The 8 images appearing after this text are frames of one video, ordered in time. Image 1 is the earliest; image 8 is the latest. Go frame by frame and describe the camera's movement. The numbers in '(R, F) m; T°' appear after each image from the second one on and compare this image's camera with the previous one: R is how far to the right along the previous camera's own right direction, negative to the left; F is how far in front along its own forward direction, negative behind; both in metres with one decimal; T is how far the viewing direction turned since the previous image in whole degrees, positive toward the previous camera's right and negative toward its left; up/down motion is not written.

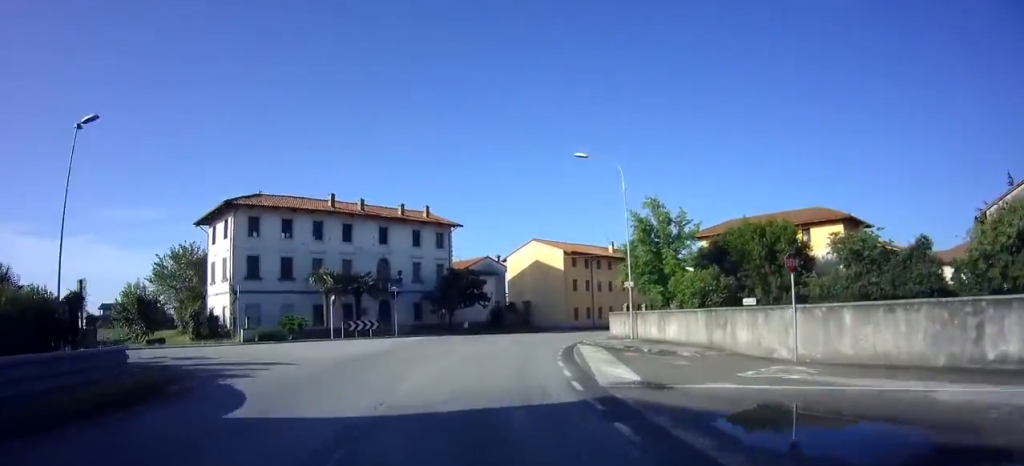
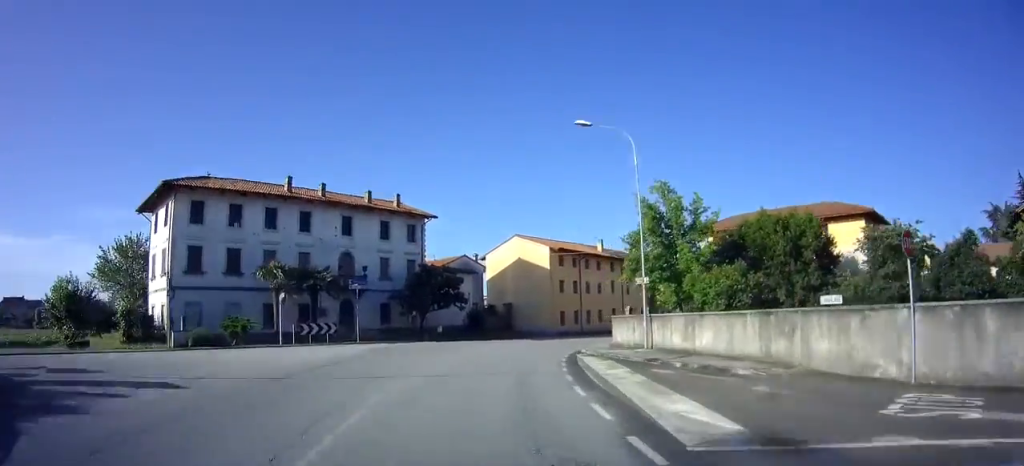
(+0.2, +5.5) m; +3°
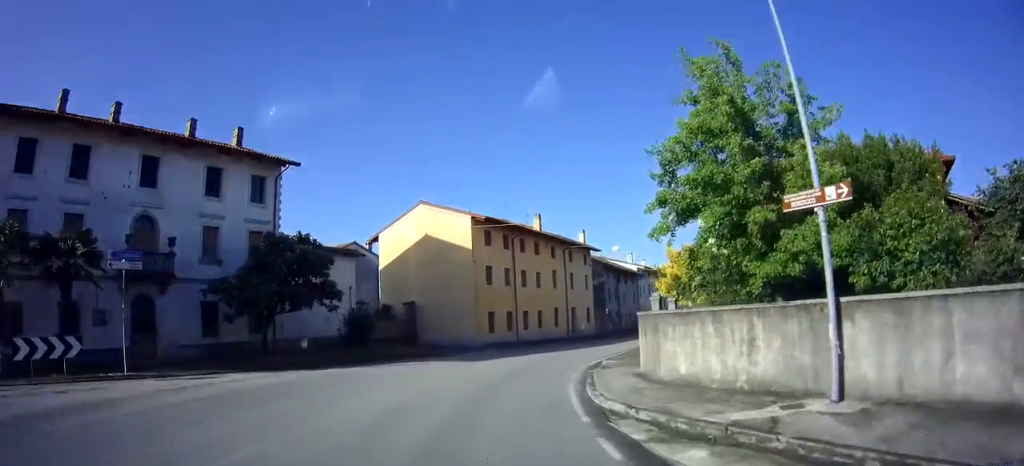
(+1.3, +16.6) m; +10°
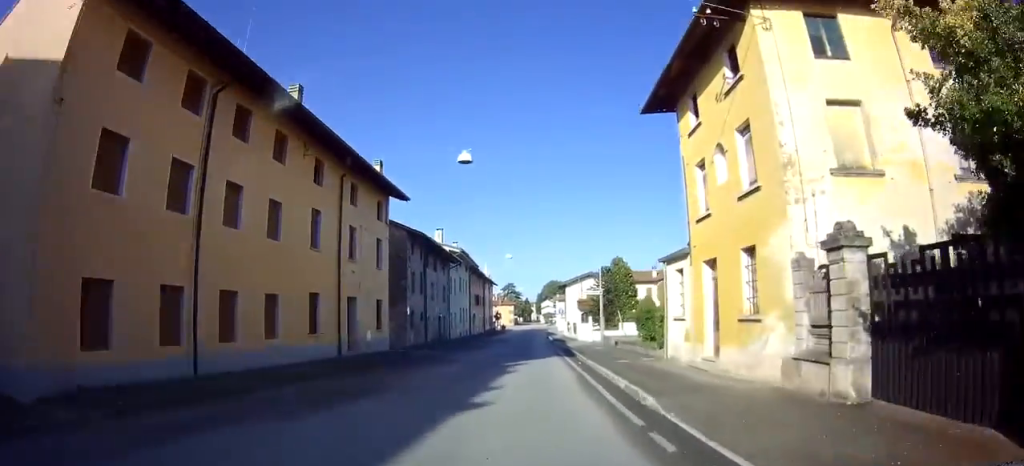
(+3.3, +22.8) m; +21°
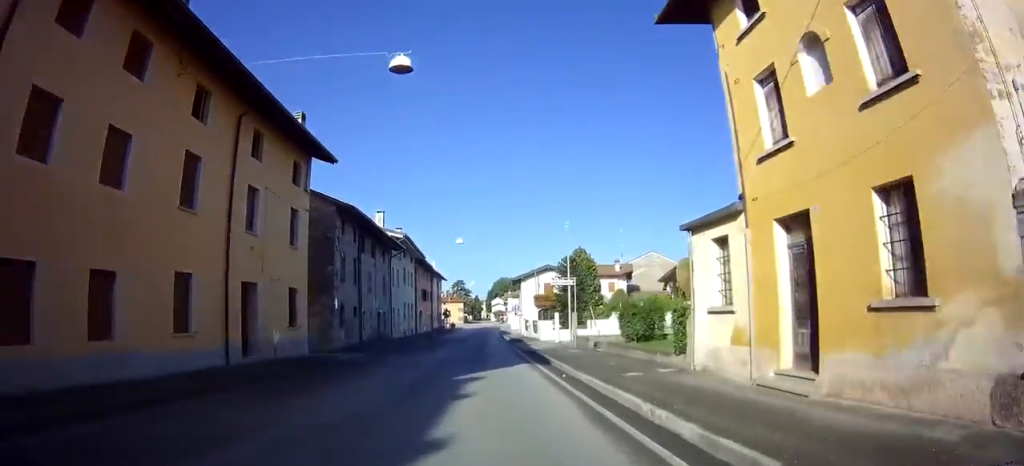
(+0.5, +5.9) m; +6°
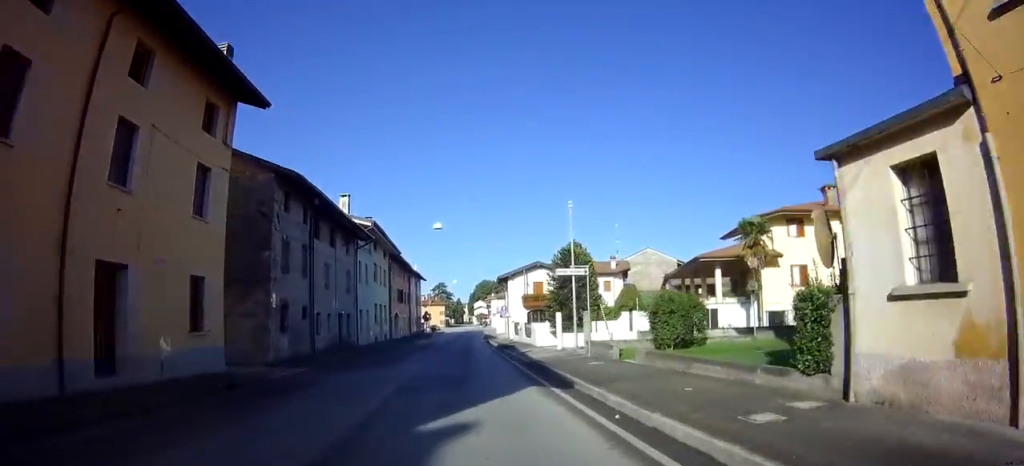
(+0.3, +6.4) m; +6°
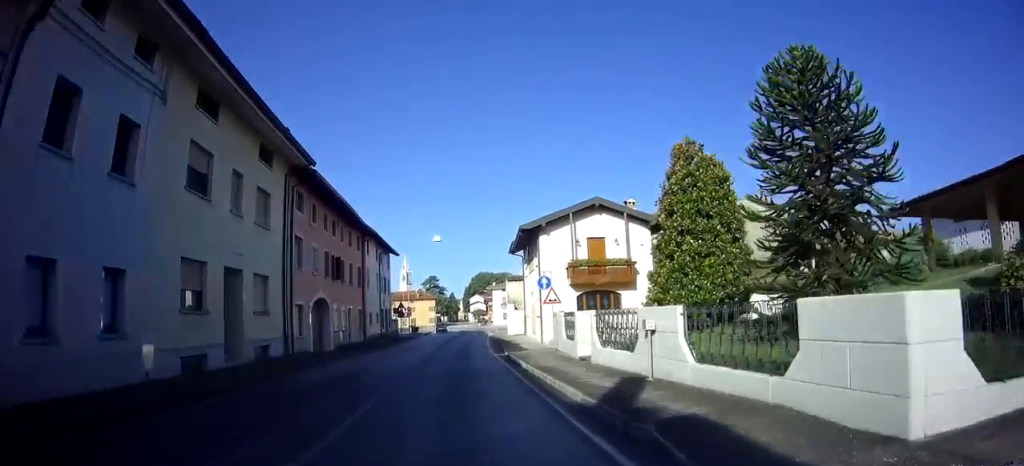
(+0.5, +26.9) m; +1°
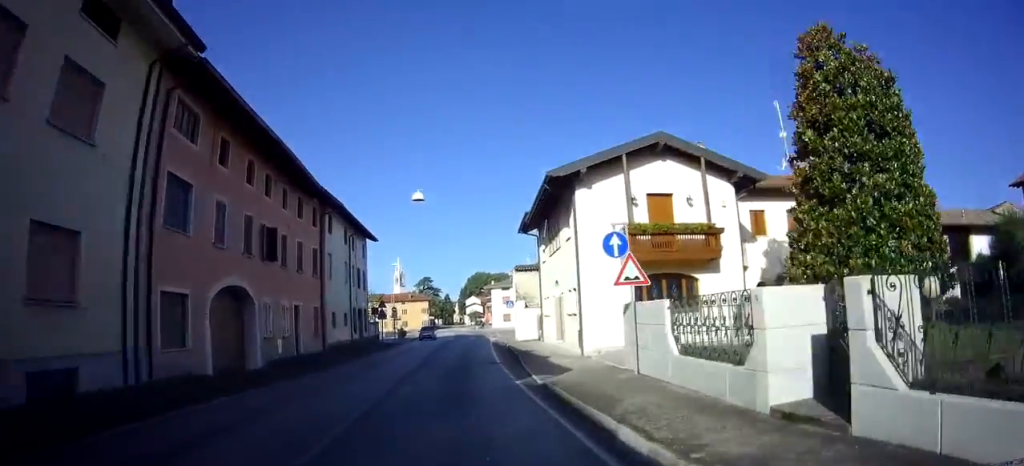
(+0.4, +10.5) m; +2°
